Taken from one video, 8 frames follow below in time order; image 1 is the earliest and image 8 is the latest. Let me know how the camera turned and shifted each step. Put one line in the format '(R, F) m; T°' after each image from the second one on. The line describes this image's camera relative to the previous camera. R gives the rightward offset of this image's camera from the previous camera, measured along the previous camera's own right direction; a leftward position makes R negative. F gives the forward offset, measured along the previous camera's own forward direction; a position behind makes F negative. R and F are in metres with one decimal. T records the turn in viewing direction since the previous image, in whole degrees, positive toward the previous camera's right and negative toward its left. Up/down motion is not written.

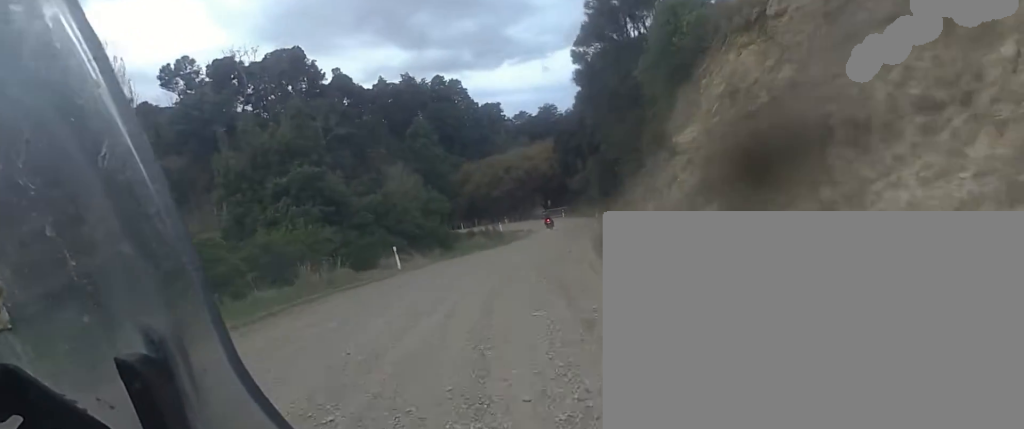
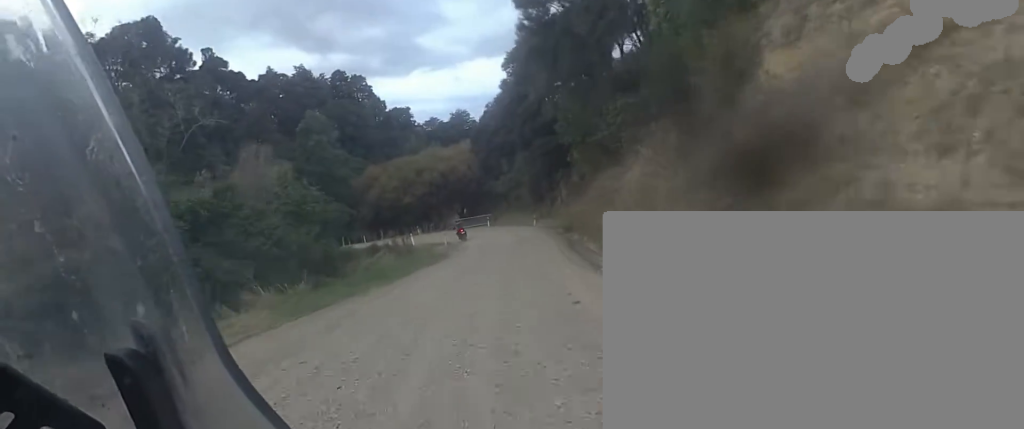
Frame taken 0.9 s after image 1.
(+2.6, +9.0) m; +14°
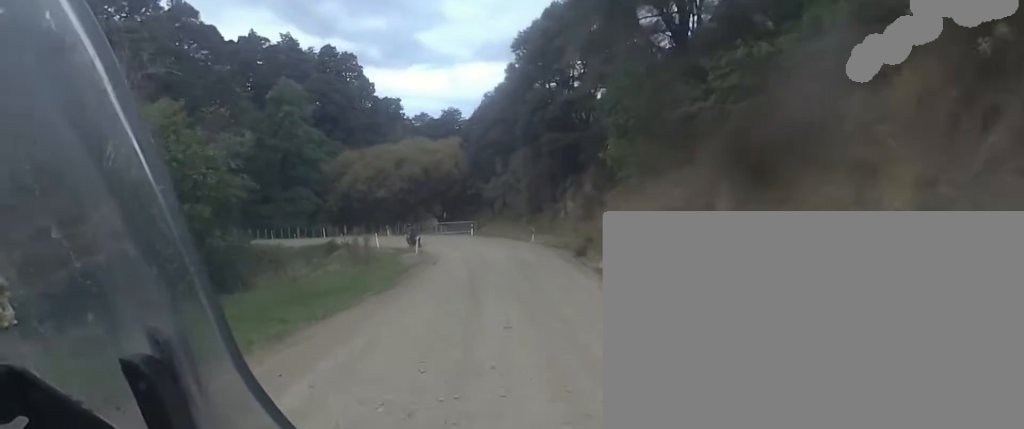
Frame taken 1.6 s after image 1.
(+0.1, +7.4) m; -3°
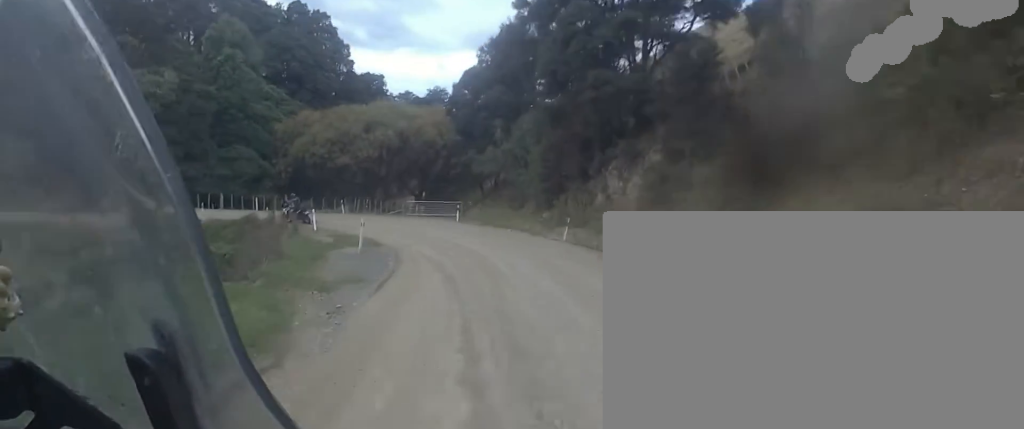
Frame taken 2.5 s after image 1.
(-0.7, +10.2) m; -7°
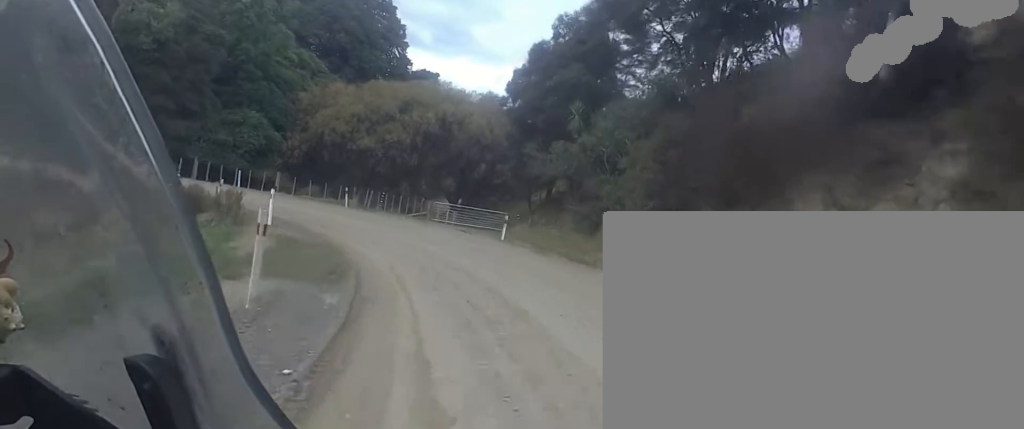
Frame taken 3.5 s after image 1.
(-0.5, +9.0) m; -4°
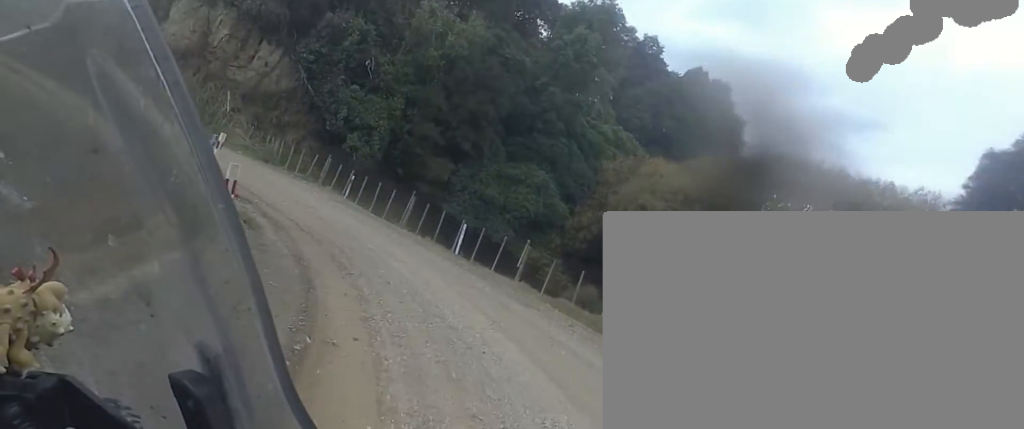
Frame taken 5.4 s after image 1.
(-1.8, +14.4) m; -39°
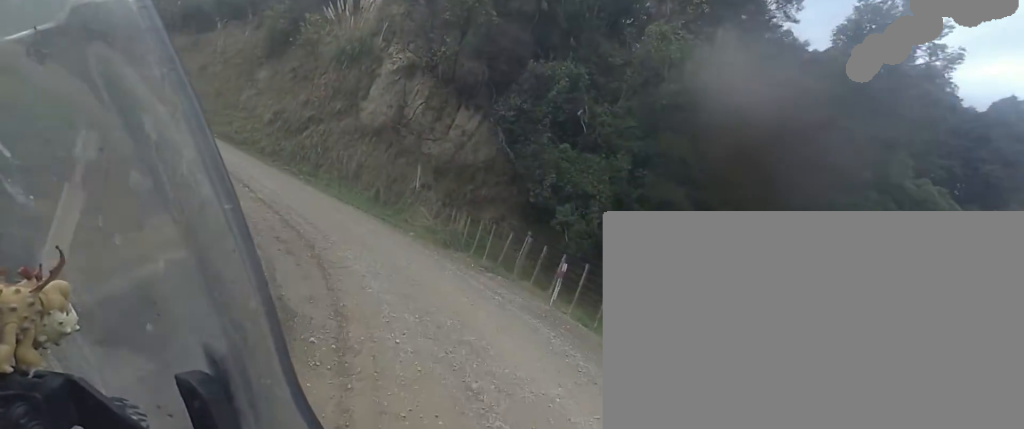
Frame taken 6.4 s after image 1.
(-2.6, +5.4) m; -46°
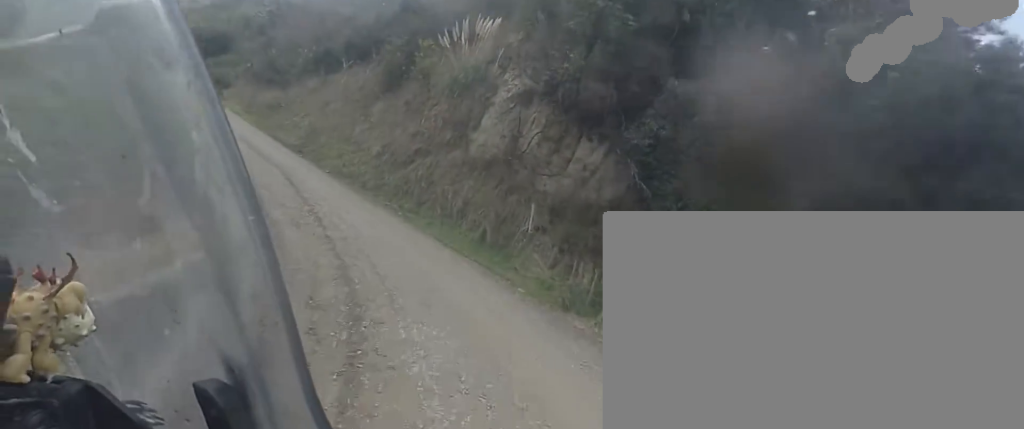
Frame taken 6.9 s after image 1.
(-0.5, +3.0) m; -18°
